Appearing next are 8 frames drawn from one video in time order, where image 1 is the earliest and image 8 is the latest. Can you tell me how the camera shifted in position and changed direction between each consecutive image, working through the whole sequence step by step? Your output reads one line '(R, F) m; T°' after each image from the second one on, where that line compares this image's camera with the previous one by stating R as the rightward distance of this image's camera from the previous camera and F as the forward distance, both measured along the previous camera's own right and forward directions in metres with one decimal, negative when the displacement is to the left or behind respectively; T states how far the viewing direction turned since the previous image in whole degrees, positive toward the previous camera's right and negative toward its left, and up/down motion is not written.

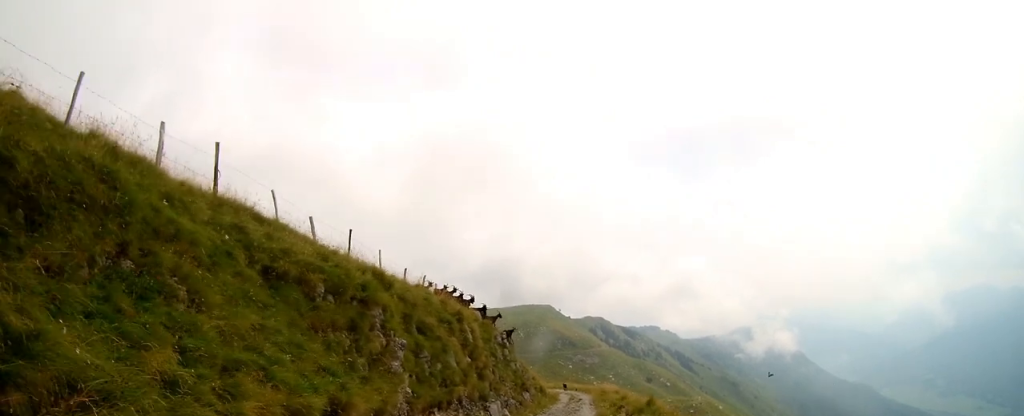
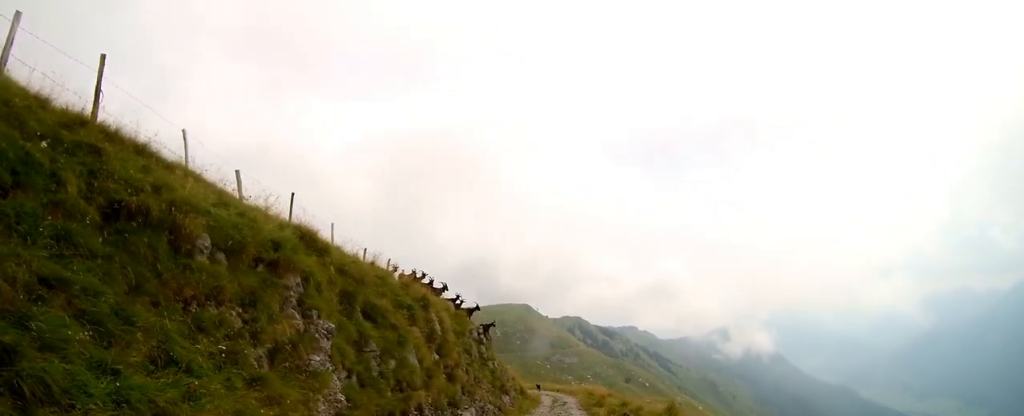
(0.0, +3.6) m; -1°
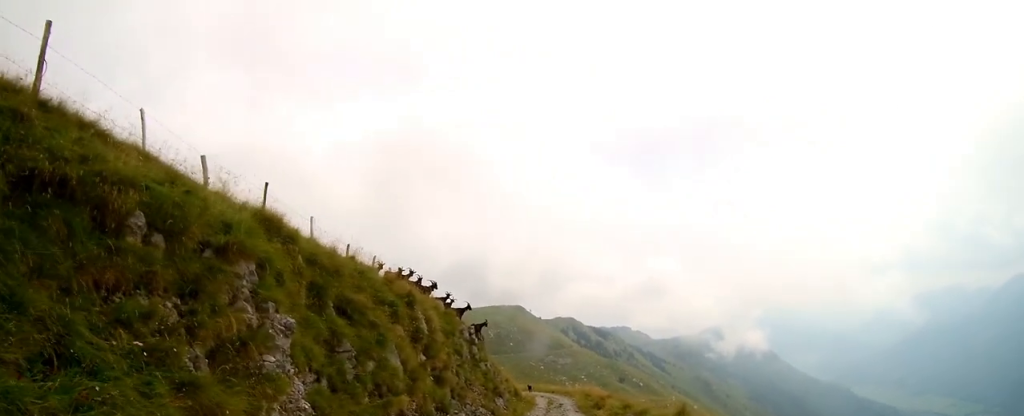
(0.0, +1.3) m; 0°
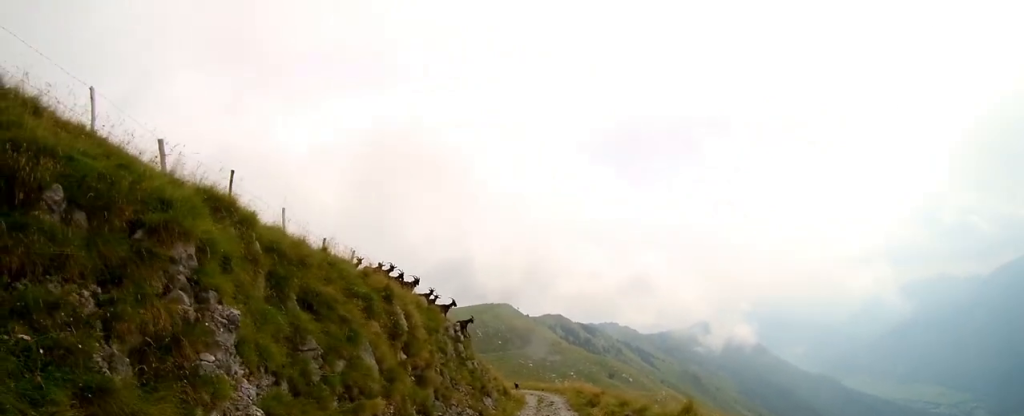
(0.0, +1.0) m; 0°
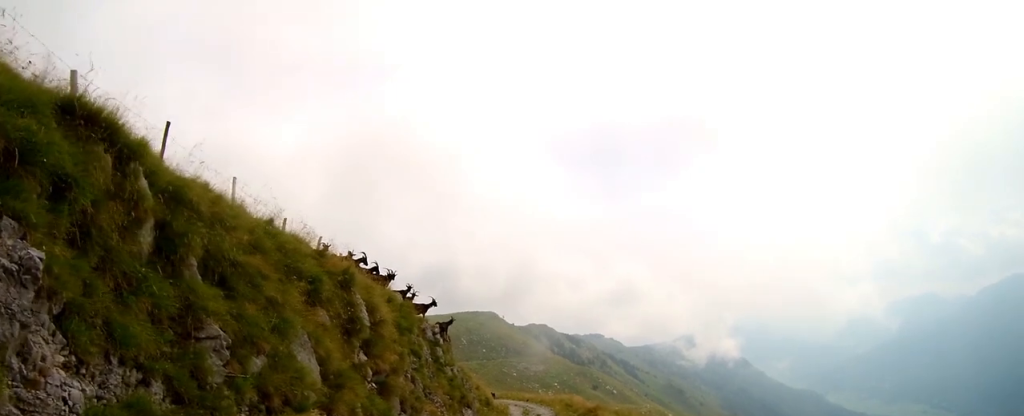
(0.0, +2.2) m; 0°
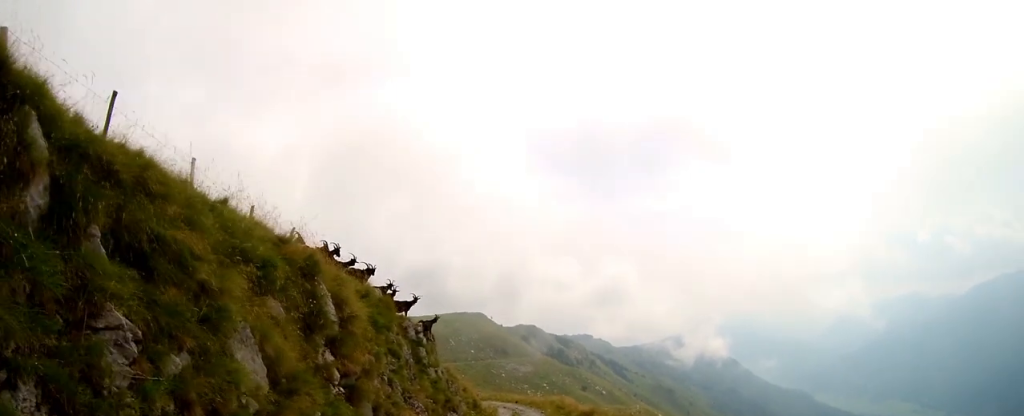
(0.0, +1.4) m; 0°
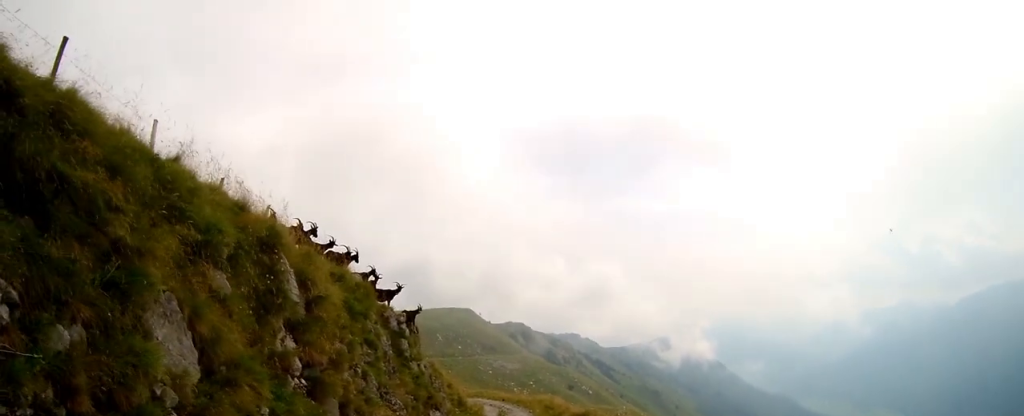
(0.0, +1.2) m; 0°
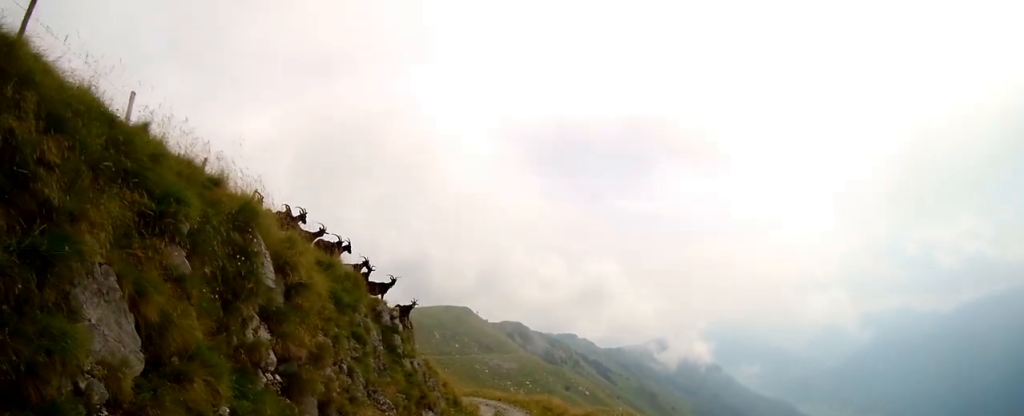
(+0.1, +0.7) m; 0°
